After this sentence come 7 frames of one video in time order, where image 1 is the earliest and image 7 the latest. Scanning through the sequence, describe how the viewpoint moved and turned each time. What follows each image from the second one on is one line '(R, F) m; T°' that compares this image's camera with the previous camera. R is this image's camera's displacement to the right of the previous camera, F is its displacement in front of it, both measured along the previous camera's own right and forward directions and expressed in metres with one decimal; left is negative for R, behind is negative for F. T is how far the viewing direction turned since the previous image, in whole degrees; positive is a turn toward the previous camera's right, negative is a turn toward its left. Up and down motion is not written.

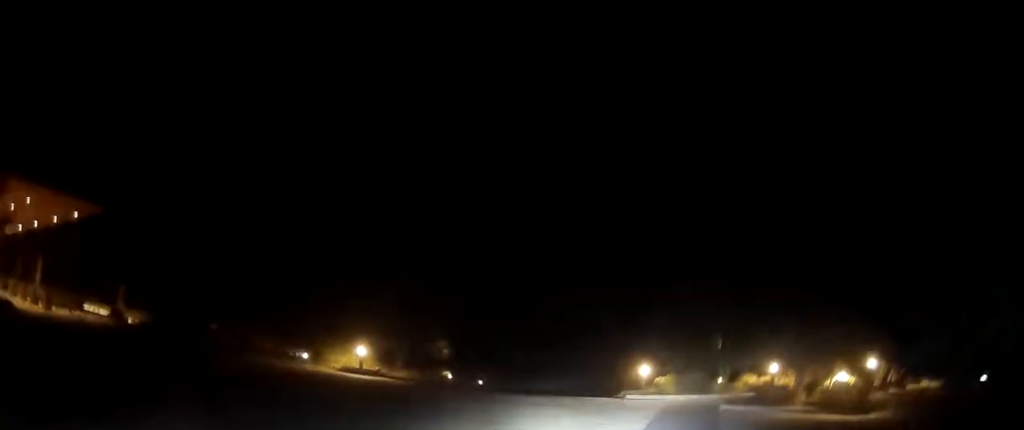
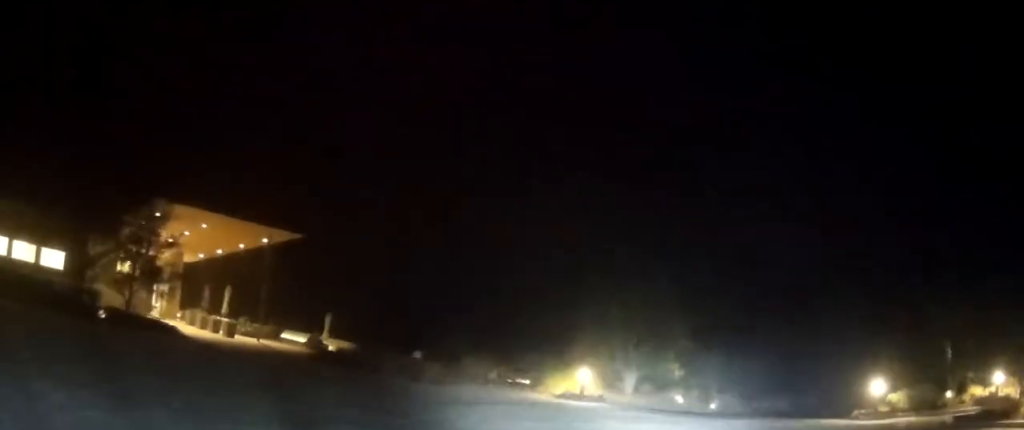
(-0.2, +3.6) m; -12°
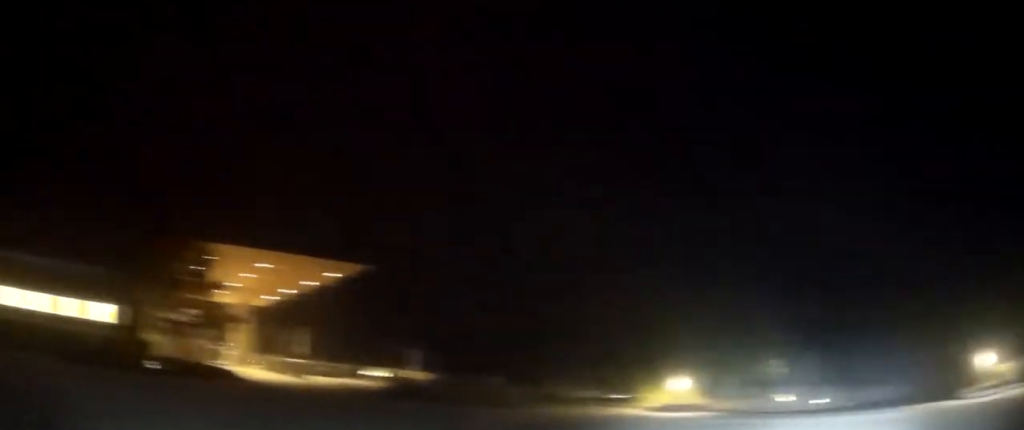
(-0.4, +3.4) m; -6°
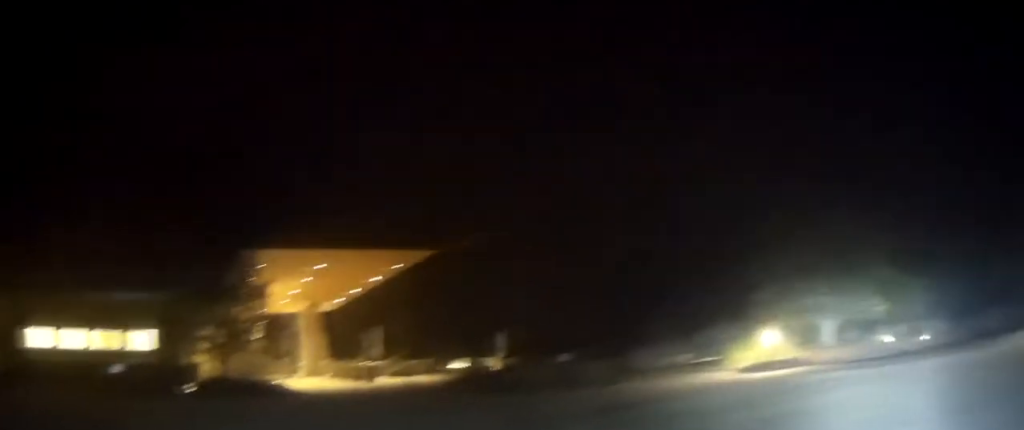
(-0.2, +5.9) m; -1°
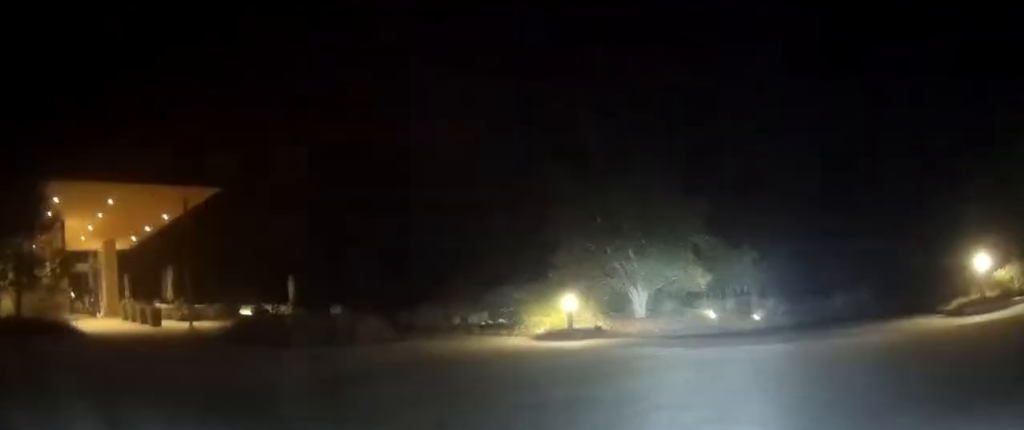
(0.0, +4.9) m; +2°
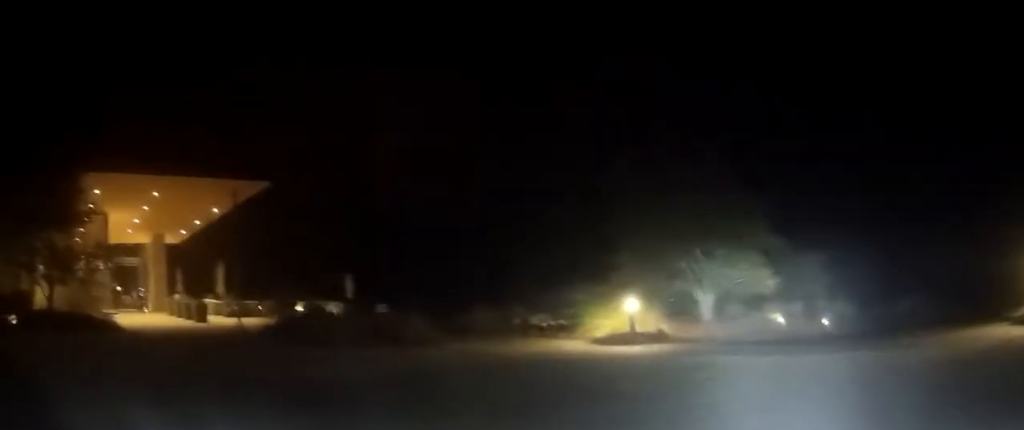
(-0.1, +2.8) m; +2°
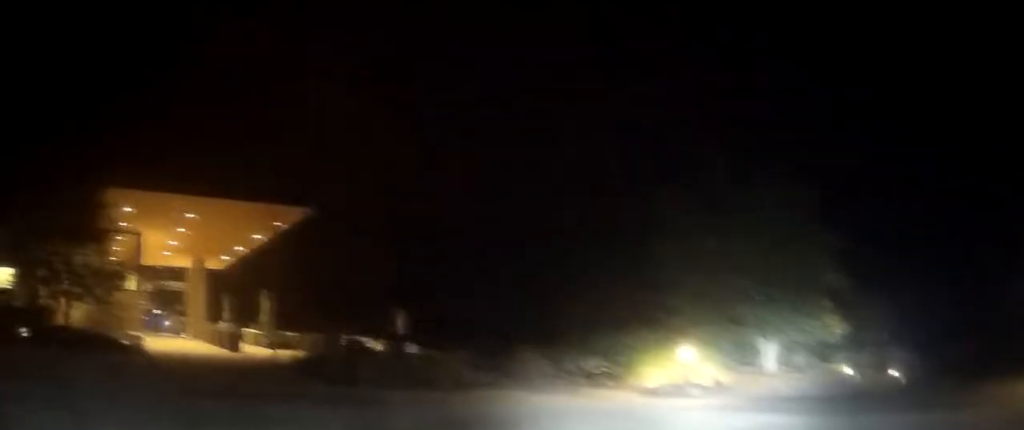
(+0.2, +3.8) m; +2°
